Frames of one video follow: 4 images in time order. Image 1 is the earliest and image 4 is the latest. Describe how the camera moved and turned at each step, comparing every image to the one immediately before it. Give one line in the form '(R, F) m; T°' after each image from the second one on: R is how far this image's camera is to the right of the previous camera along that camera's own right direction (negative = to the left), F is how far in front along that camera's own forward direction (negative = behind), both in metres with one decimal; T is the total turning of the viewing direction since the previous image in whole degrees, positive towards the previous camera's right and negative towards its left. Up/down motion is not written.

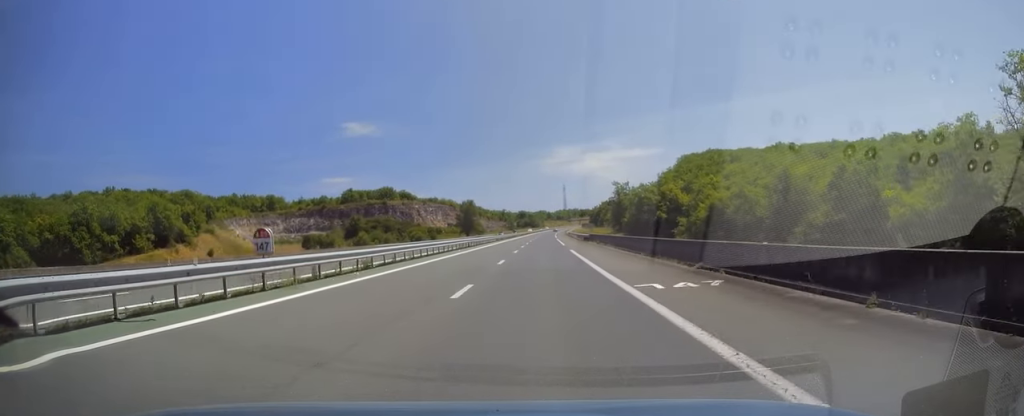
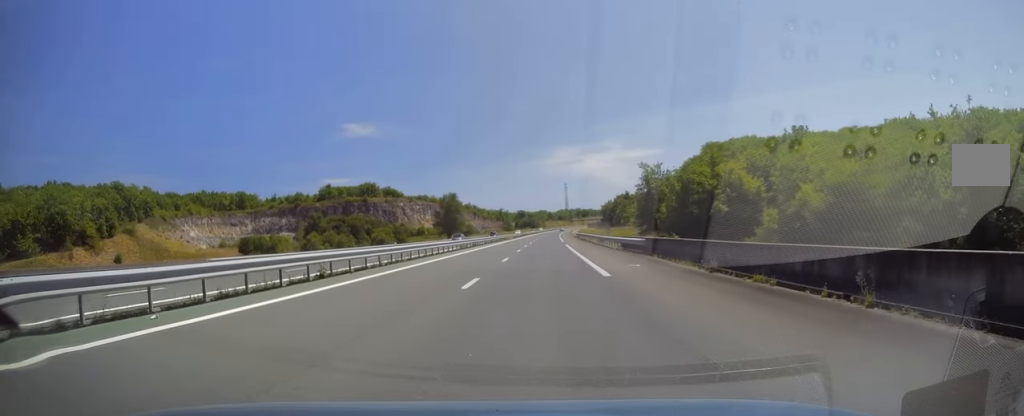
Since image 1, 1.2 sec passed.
(+0.3, +36.7) m; 0°
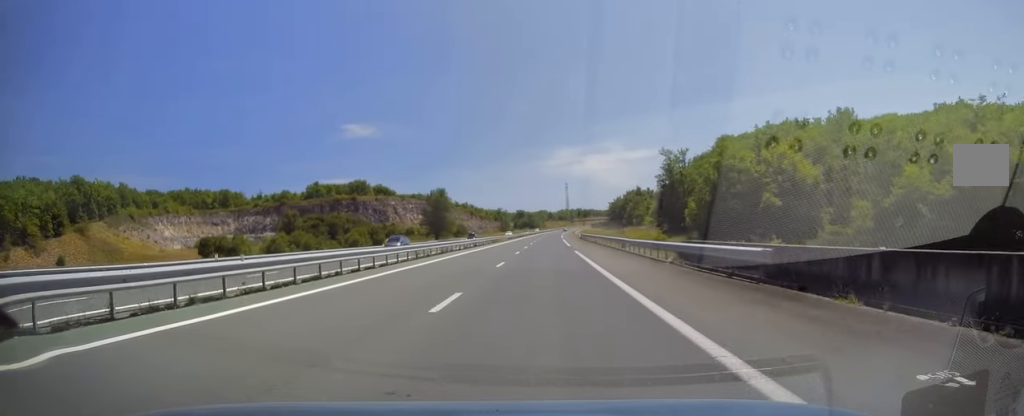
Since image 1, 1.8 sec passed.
(-0.2, +17.1) m; 0°
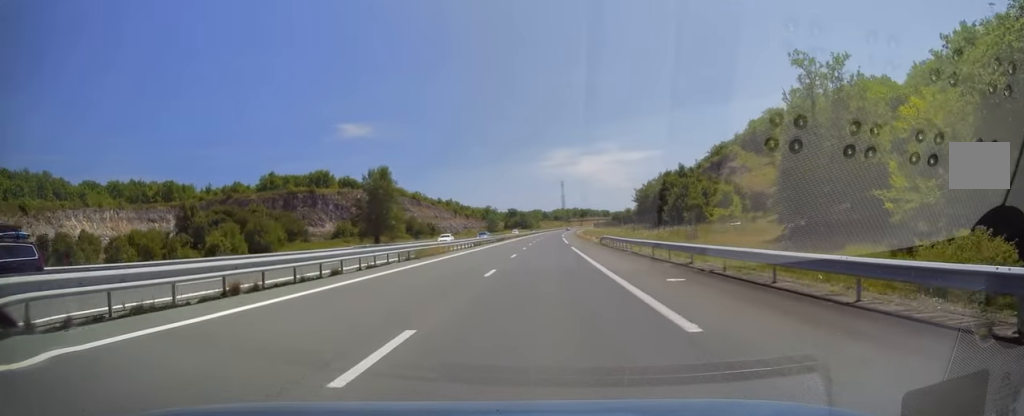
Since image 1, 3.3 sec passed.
(+0.2, +44.1) m; +1°
